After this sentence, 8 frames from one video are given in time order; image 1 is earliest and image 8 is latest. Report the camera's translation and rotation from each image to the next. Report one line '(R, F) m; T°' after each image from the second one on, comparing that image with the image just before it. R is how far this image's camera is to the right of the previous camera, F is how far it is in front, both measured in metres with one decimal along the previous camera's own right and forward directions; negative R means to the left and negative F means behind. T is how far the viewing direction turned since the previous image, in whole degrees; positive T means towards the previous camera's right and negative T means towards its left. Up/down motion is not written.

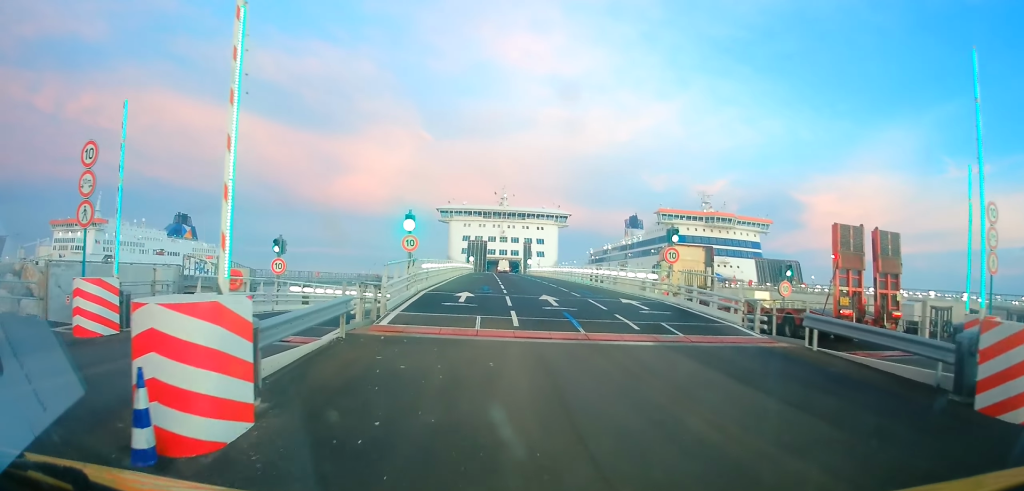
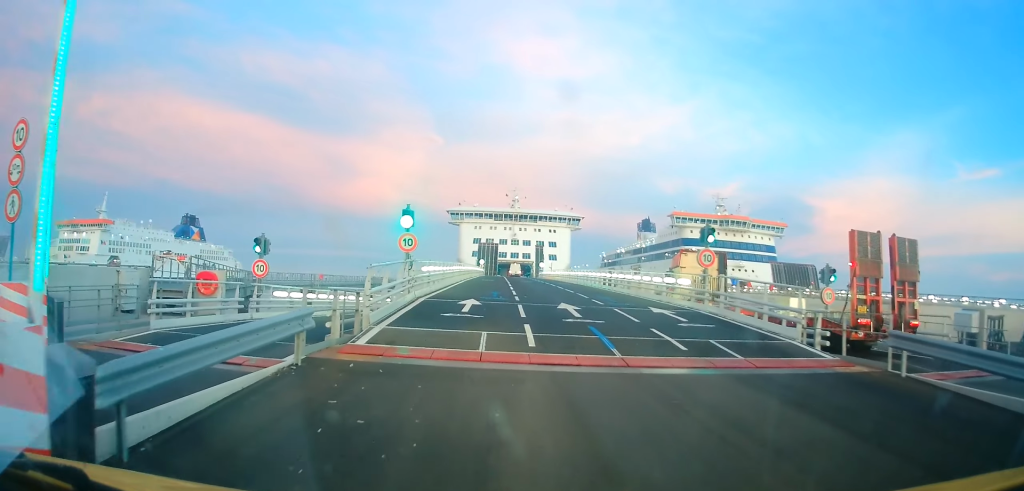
(0.0, +2.7) m; 0°
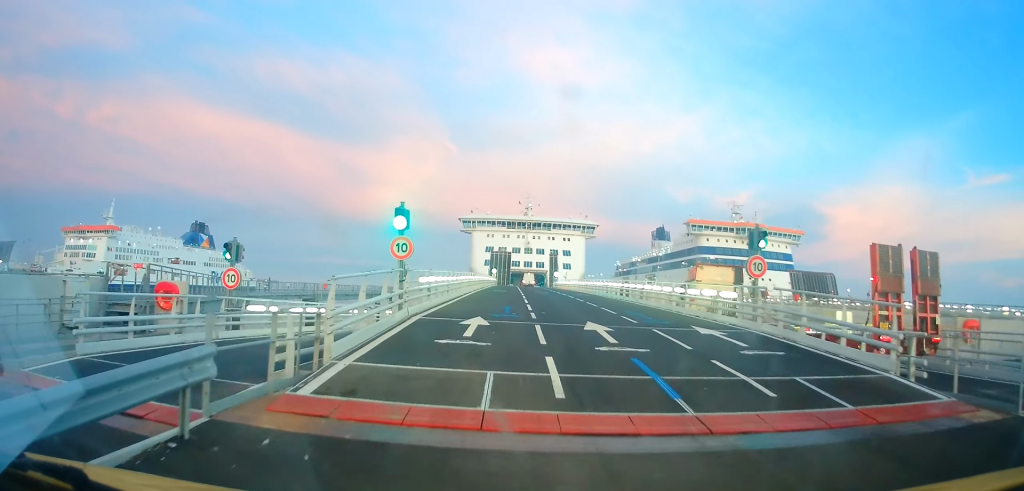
(0.0, +3.1) m; 0°
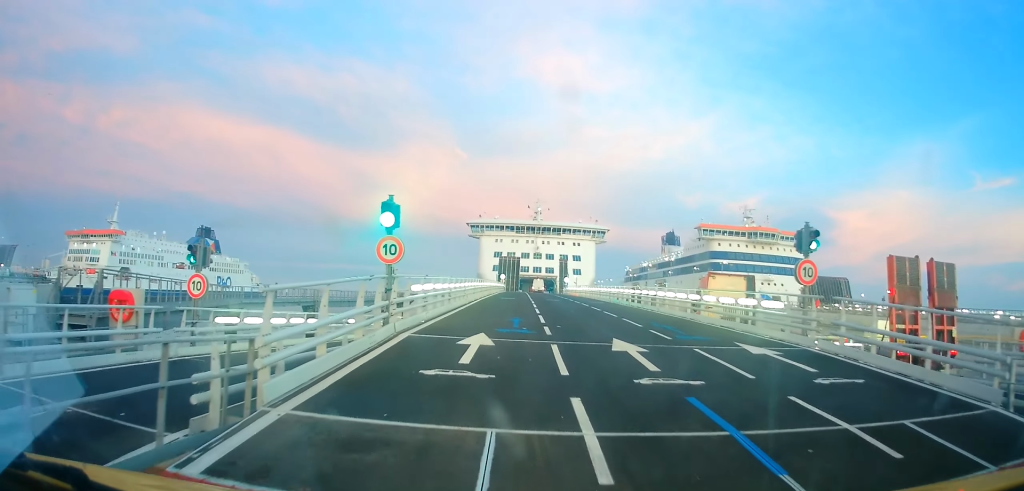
(0.0, +2.6) m; -1°
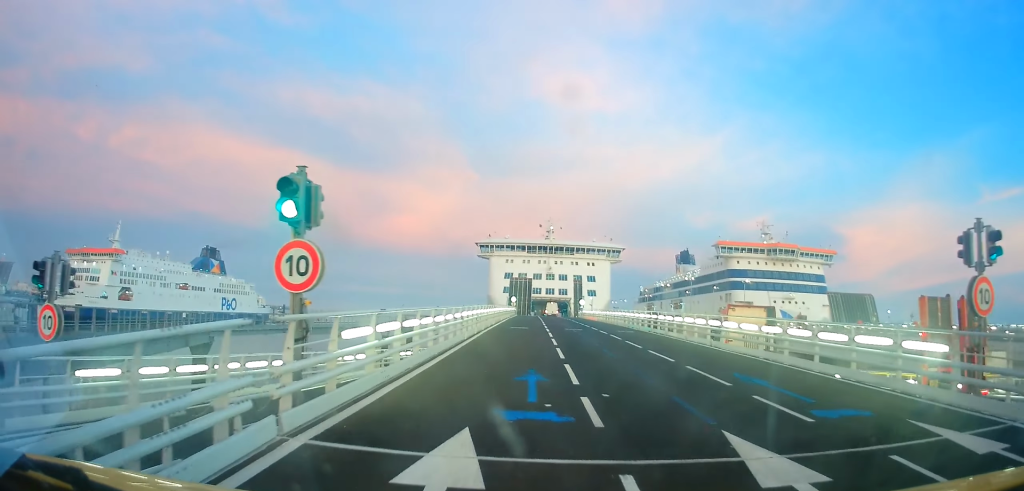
(-0.1, +6.1) m; 0°
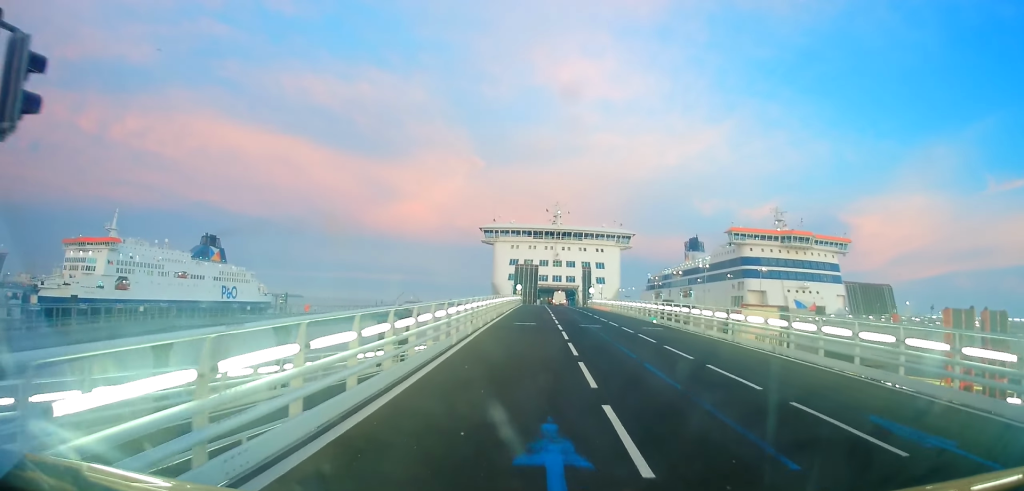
(+0.1, +5.1) m; +4°
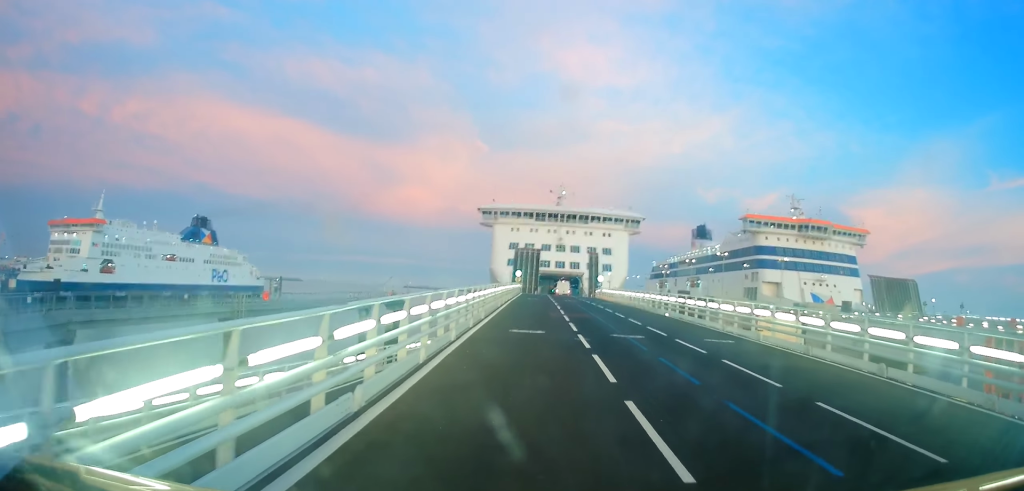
(+0.3, +9.1) m; -1°
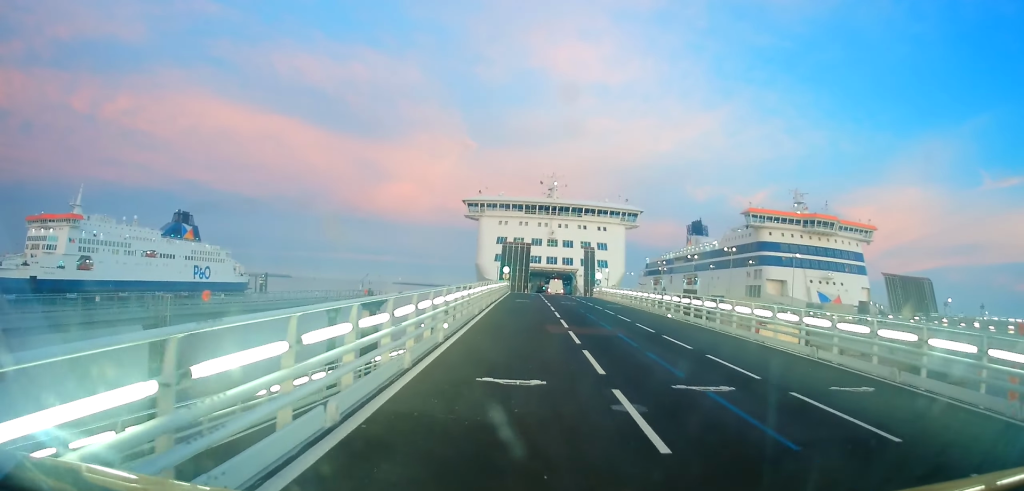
(-0.5, +8.2) m; -3°
